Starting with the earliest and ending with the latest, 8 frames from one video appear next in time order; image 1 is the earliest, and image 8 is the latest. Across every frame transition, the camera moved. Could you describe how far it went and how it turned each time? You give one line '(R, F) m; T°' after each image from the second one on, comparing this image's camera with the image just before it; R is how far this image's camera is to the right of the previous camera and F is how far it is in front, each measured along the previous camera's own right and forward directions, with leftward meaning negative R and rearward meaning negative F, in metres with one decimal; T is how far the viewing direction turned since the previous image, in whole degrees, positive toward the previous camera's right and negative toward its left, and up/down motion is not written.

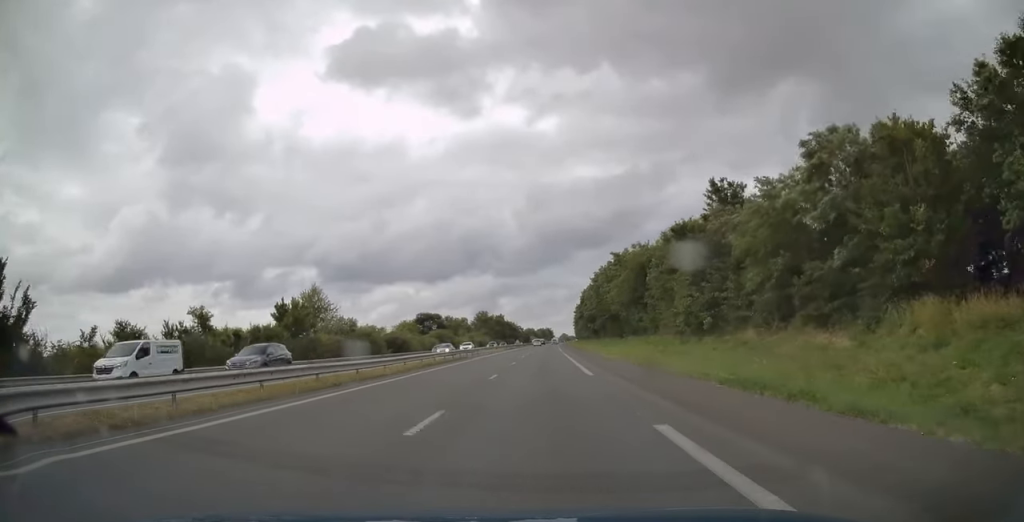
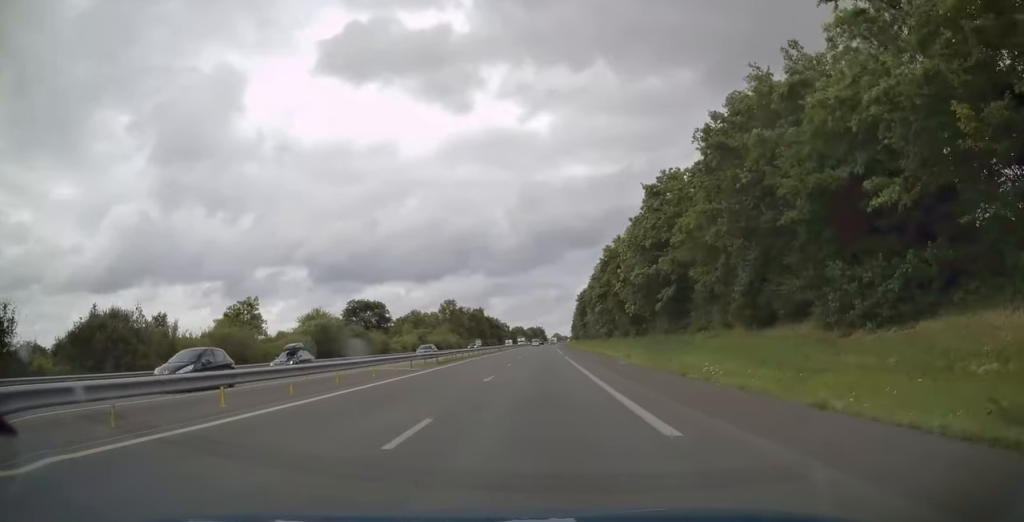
(+0.2, +66.0) m; +1°
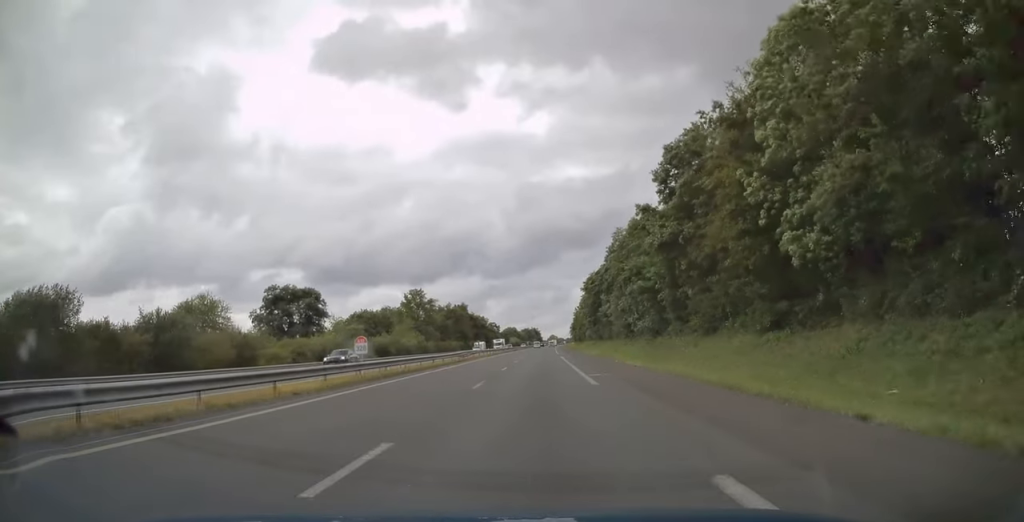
(-0.1, +41.3) m; 0°
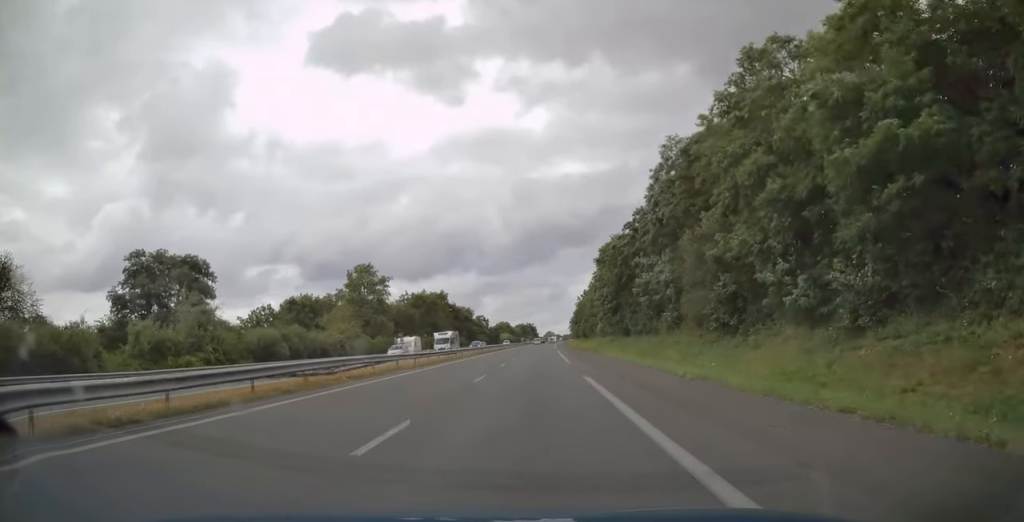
(+0.5, +37.0) m; +1°
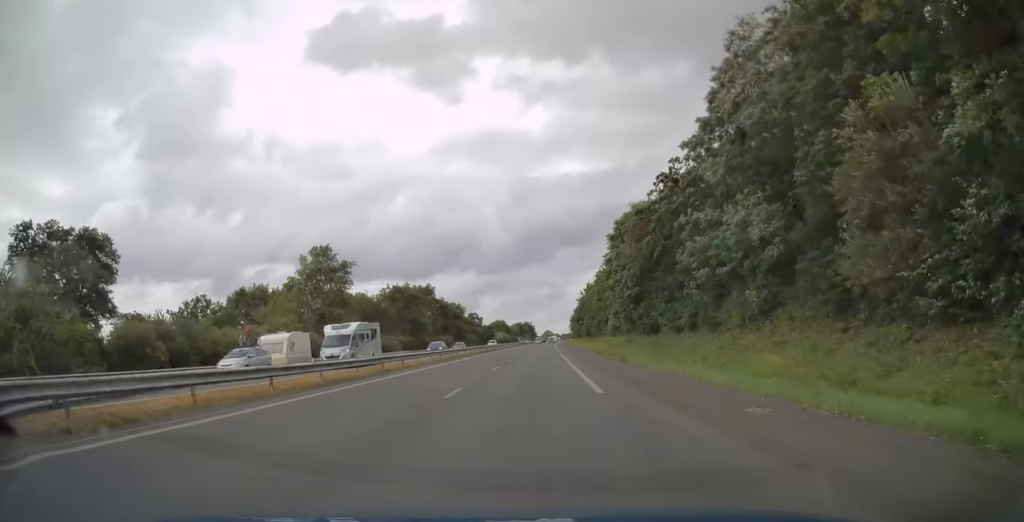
(0.0, +18.7) m; 0°
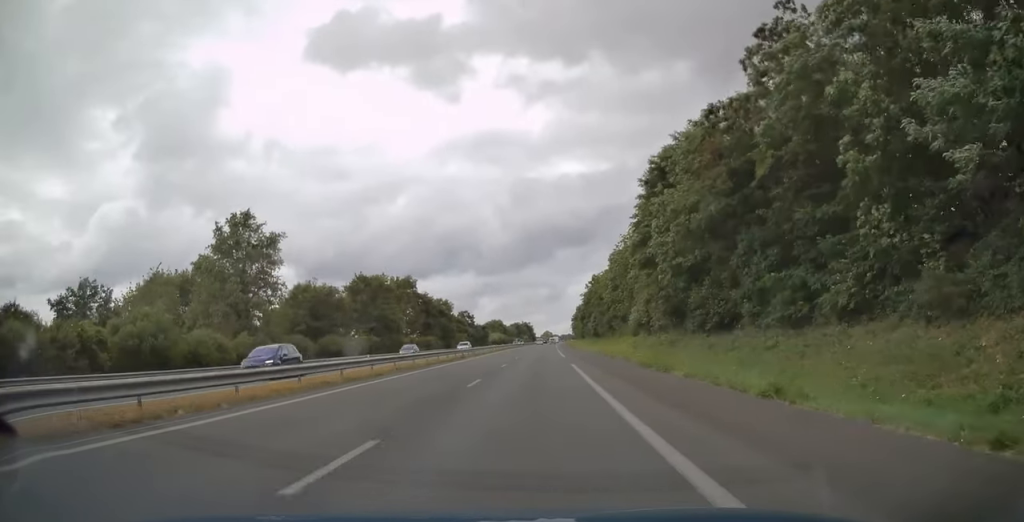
(0.0, +22.0) m; 0°
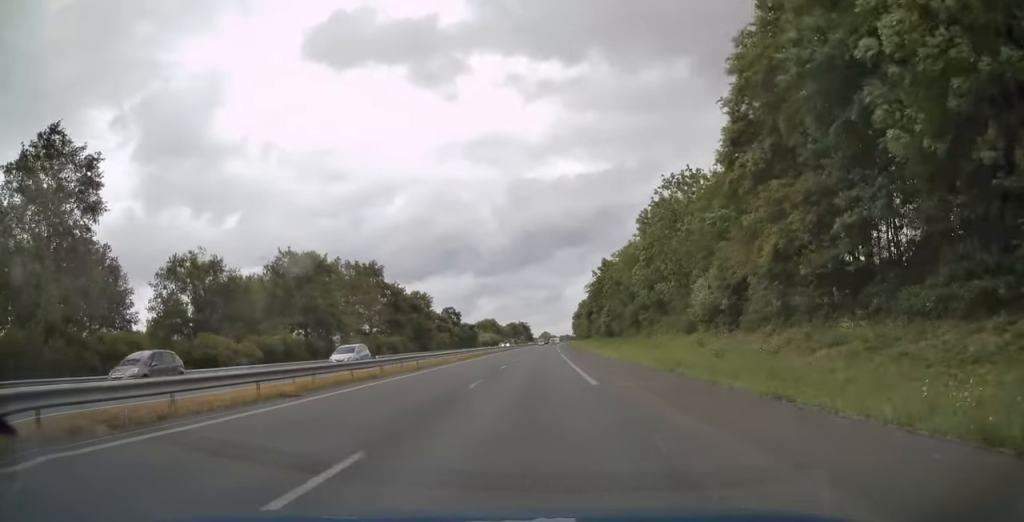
(0.0, +26.8) m; 0°
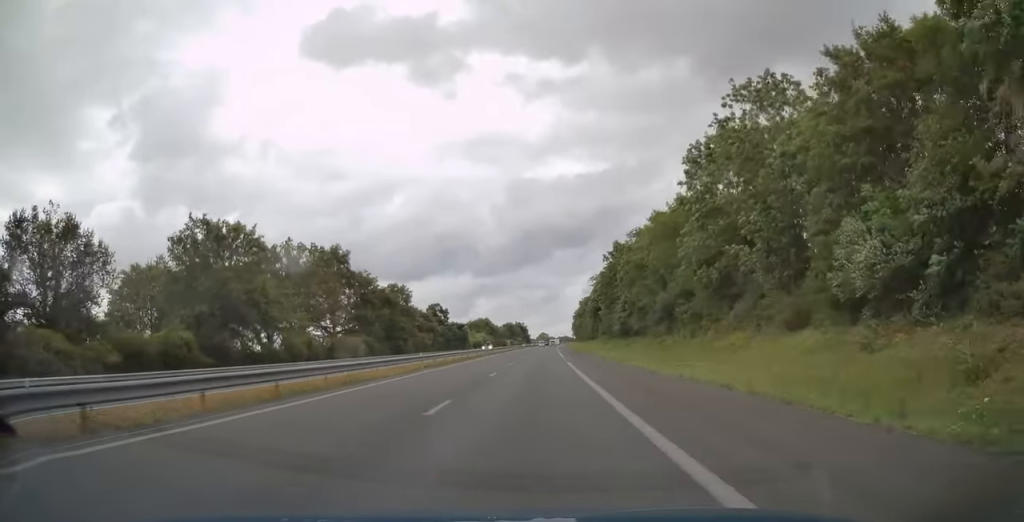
(0.0, +18.8) m; 0°
